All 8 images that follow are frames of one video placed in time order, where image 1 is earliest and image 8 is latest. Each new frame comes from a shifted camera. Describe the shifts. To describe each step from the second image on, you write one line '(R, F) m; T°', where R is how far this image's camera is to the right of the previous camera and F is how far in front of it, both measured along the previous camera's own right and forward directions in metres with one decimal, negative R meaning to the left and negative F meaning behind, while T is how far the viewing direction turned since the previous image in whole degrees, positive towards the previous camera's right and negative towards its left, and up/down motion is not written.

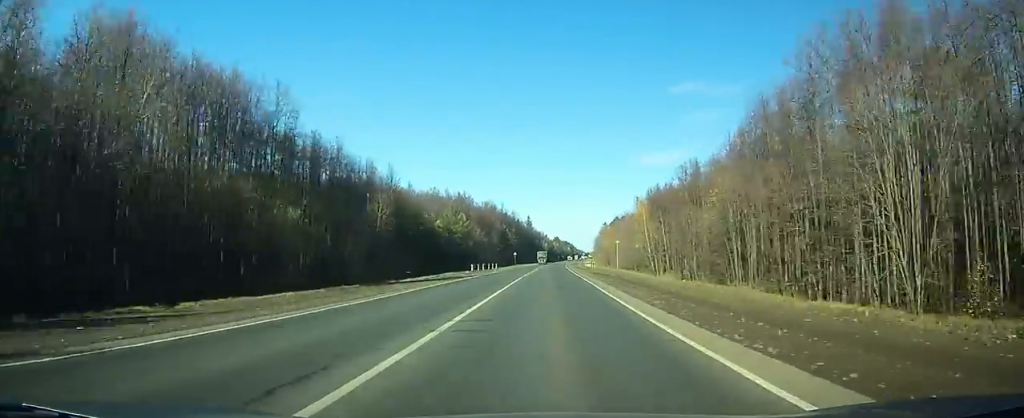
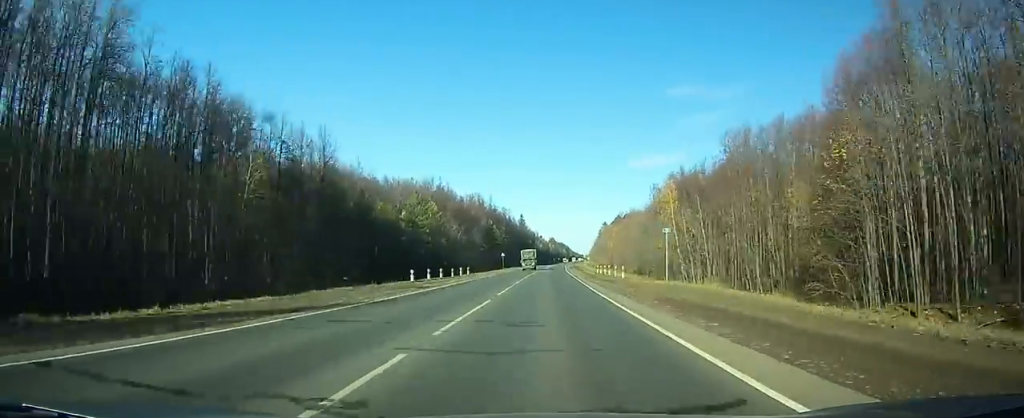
(+0.2, +28.6) m; 0°
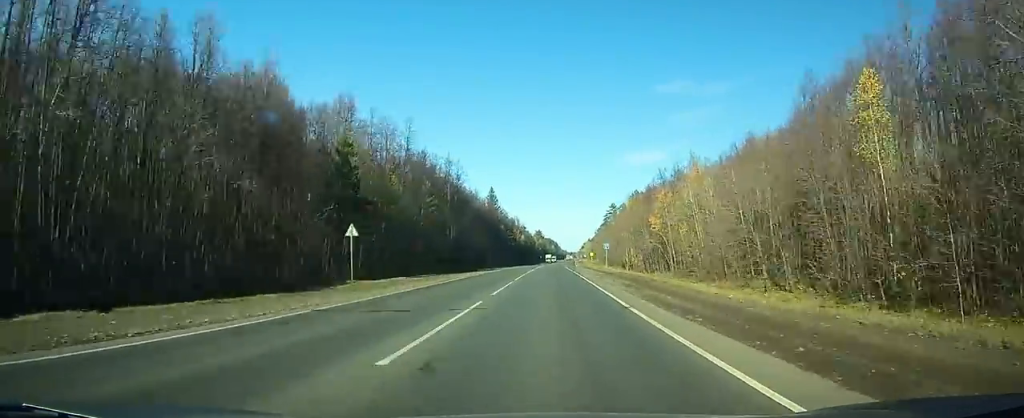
(+1.1, +98.8) m; +1°
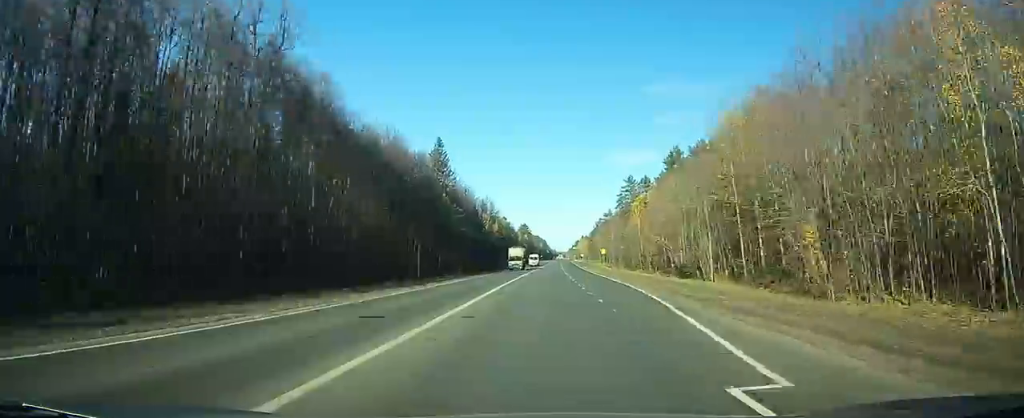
(+0.6, +77.7) m; +1°
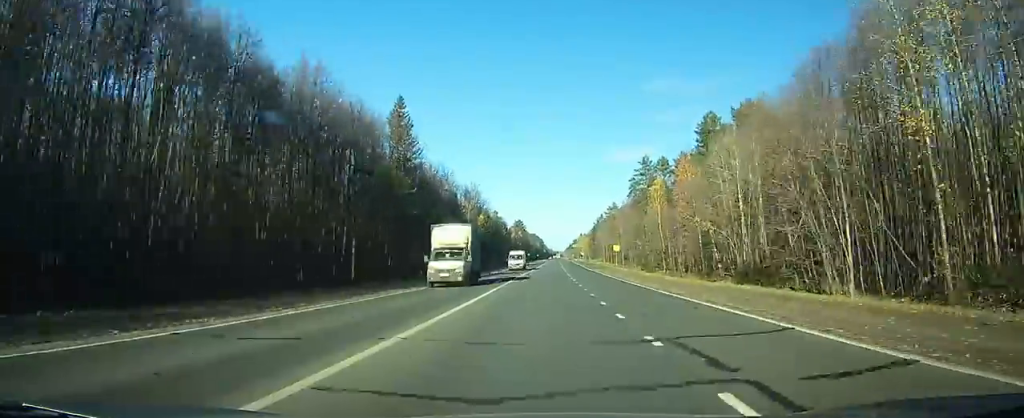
(+0.1, +29.1) m; 0°
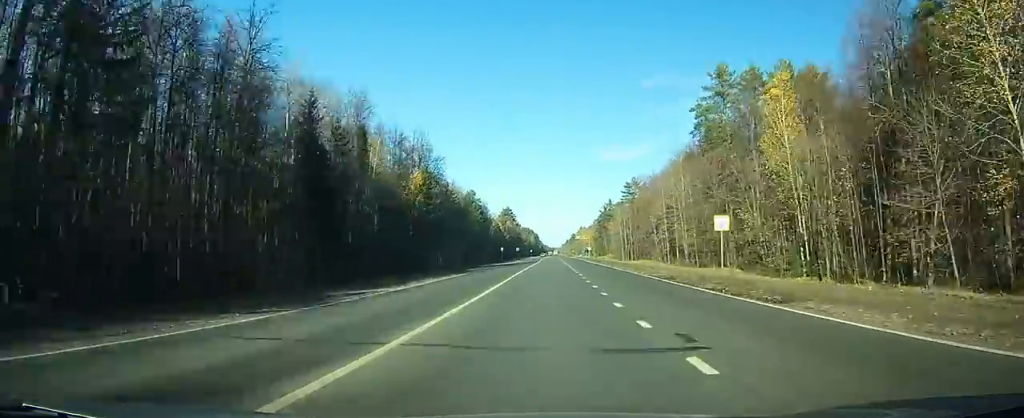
(+0.4, +62.1) m; +1°
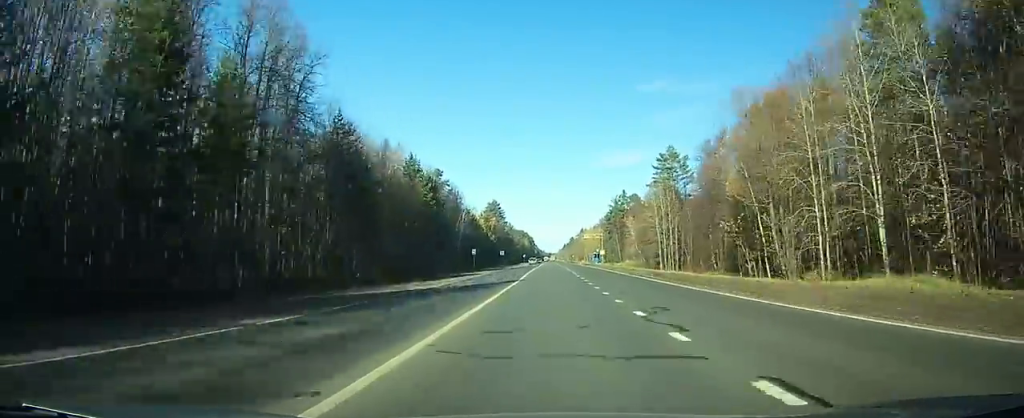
(+0.1, +53.0) m; 0°
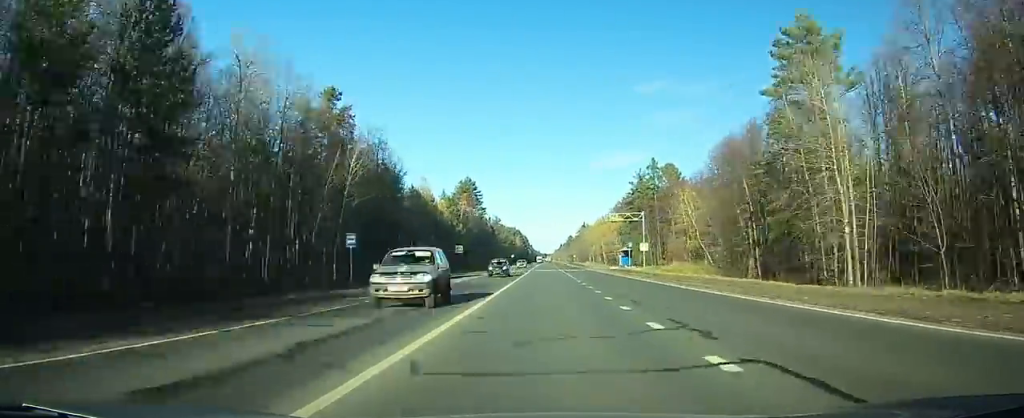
(+0.1, +62.2) m; 0°
